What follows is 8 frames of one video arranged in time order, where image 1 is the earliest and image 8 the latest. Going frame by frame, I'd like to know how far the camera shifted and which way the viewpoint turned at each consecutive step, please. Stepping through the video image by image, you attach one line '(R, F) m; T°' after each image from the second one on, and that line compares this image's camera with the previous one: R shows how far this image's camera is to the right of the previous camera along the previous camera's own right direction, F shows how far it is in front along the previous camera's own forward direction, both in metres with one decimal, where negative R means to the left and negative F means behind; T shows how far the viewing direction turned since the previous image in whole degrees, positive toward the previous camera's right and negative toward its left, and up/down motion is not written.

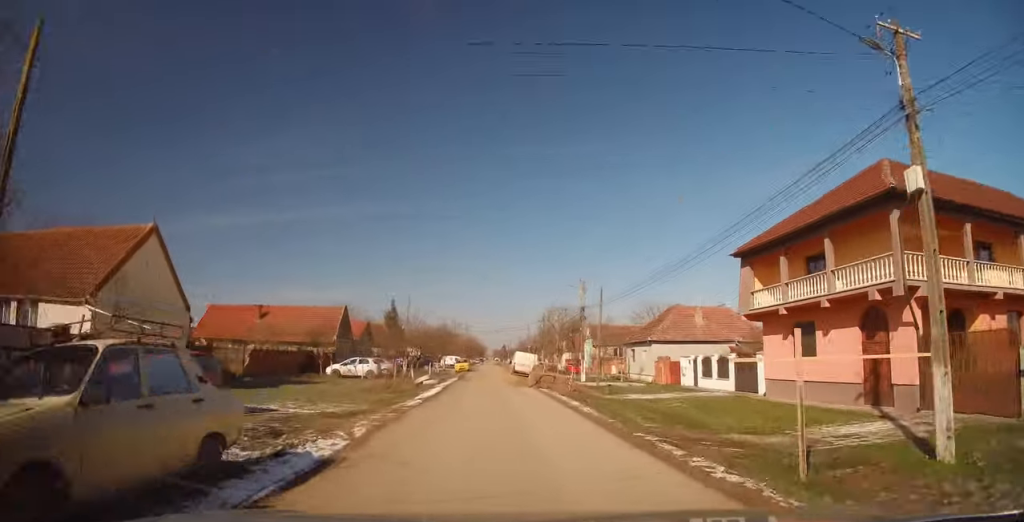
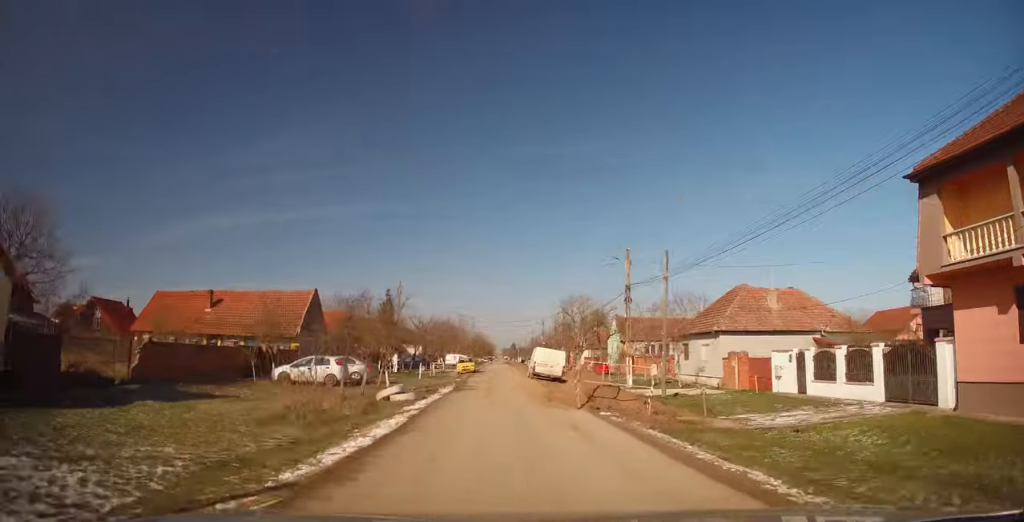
(+0.1, +11.9) m; 0°
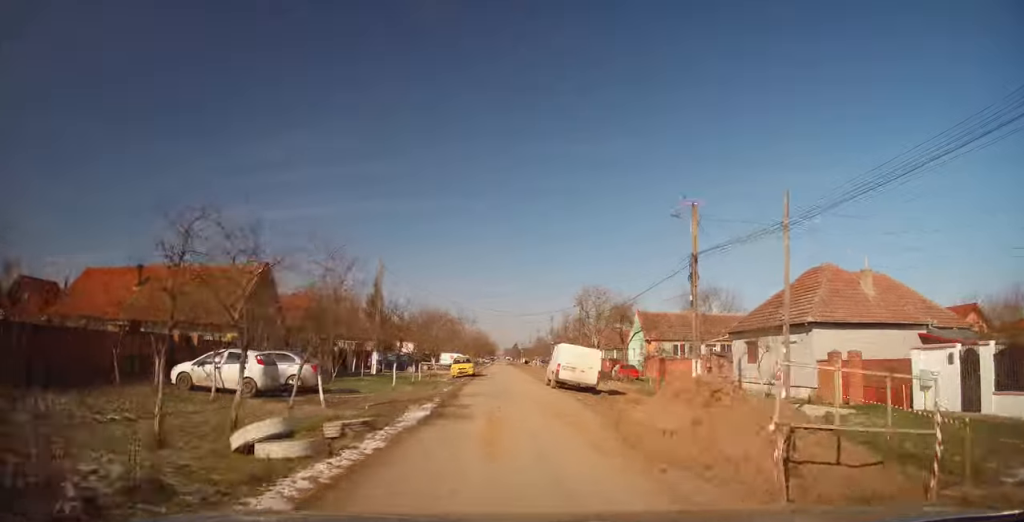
(-0.1, +10.1) m; 0°
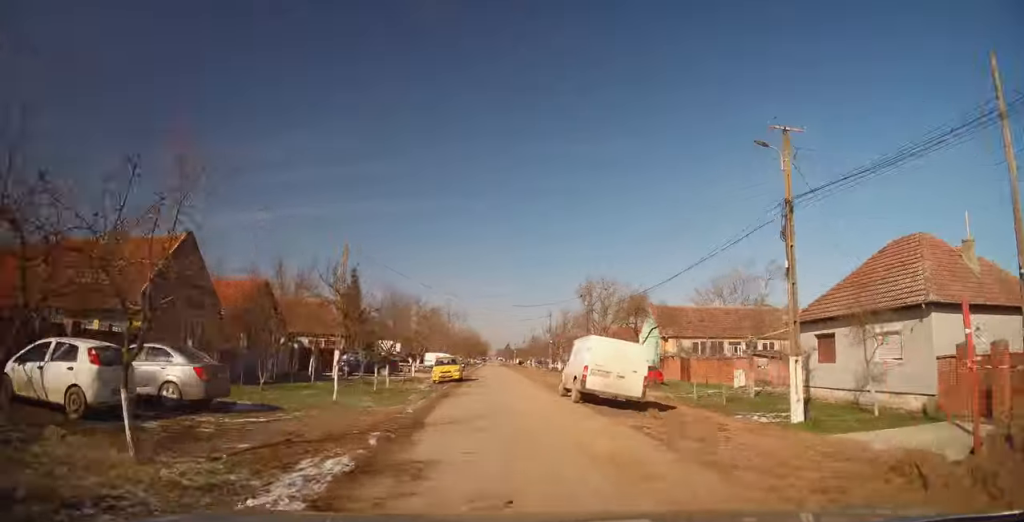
(0.0, +7.9) m; 0°
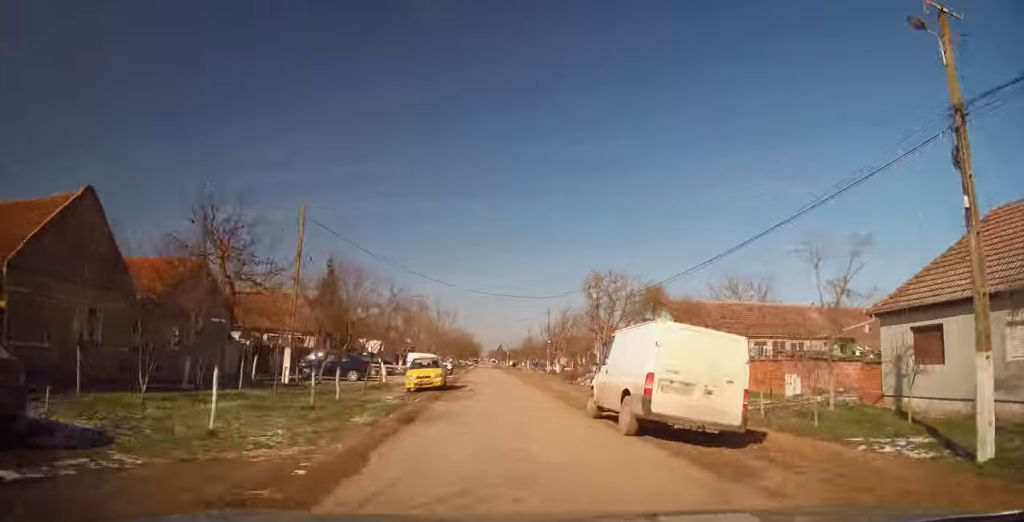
(-0.1, +6.6) m; +1°
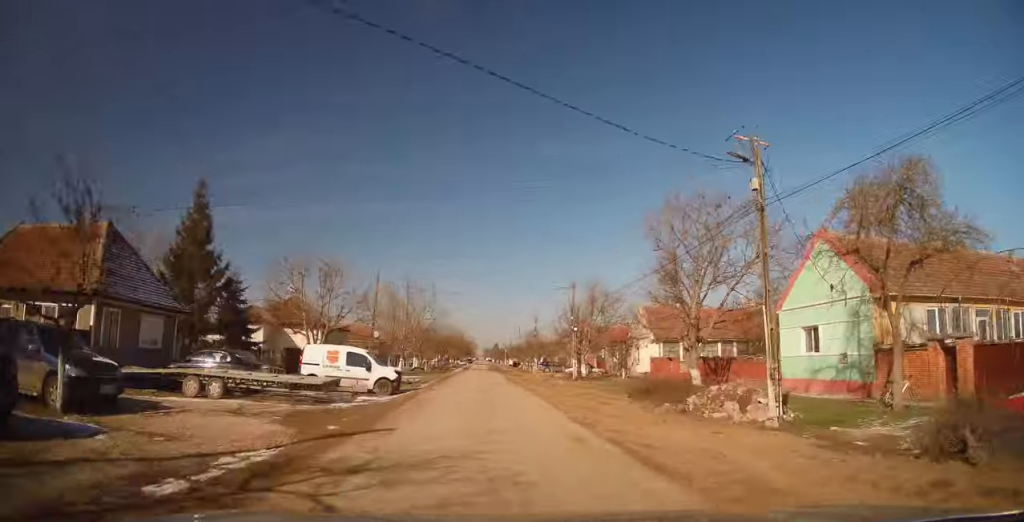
(+0.5, +24.5) m; 0°
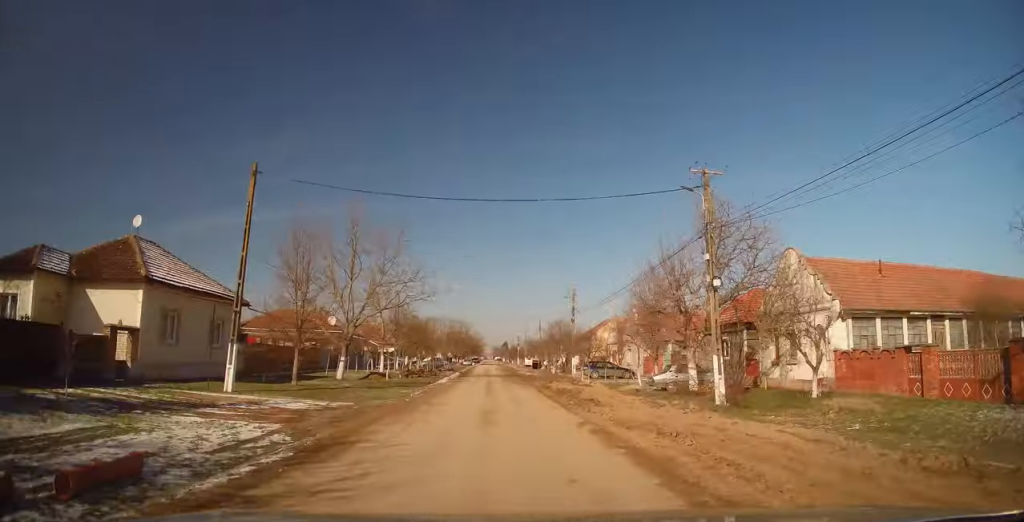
(-0.4, +25.8) m; -1°
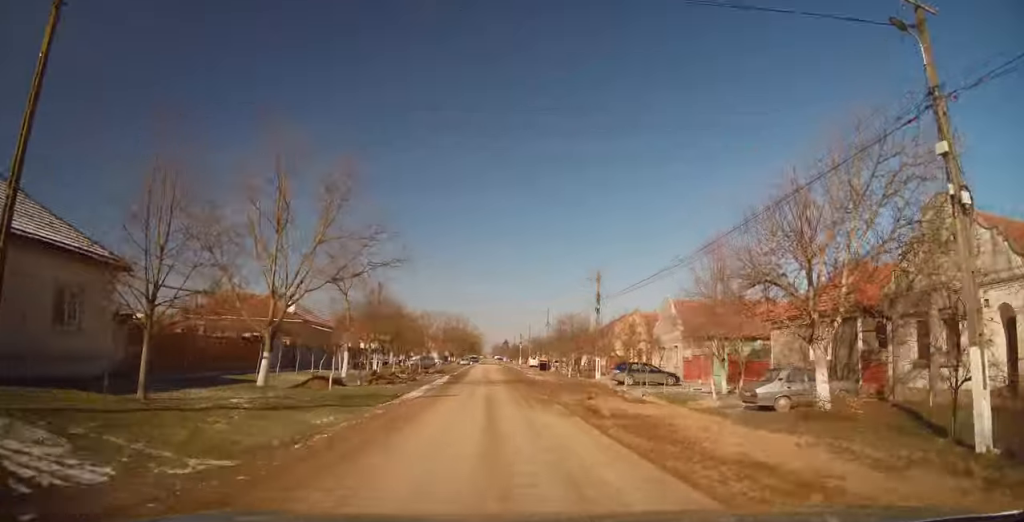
(+0.1, +11.2) m; 0°
